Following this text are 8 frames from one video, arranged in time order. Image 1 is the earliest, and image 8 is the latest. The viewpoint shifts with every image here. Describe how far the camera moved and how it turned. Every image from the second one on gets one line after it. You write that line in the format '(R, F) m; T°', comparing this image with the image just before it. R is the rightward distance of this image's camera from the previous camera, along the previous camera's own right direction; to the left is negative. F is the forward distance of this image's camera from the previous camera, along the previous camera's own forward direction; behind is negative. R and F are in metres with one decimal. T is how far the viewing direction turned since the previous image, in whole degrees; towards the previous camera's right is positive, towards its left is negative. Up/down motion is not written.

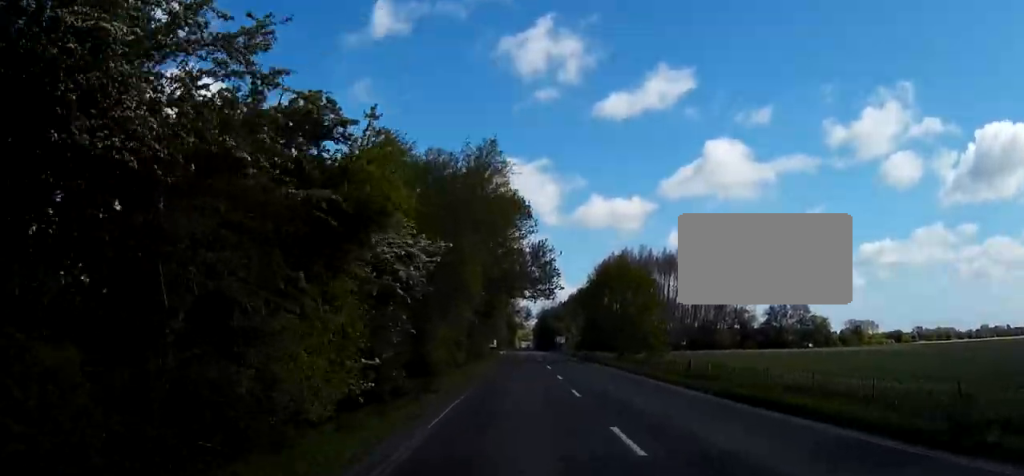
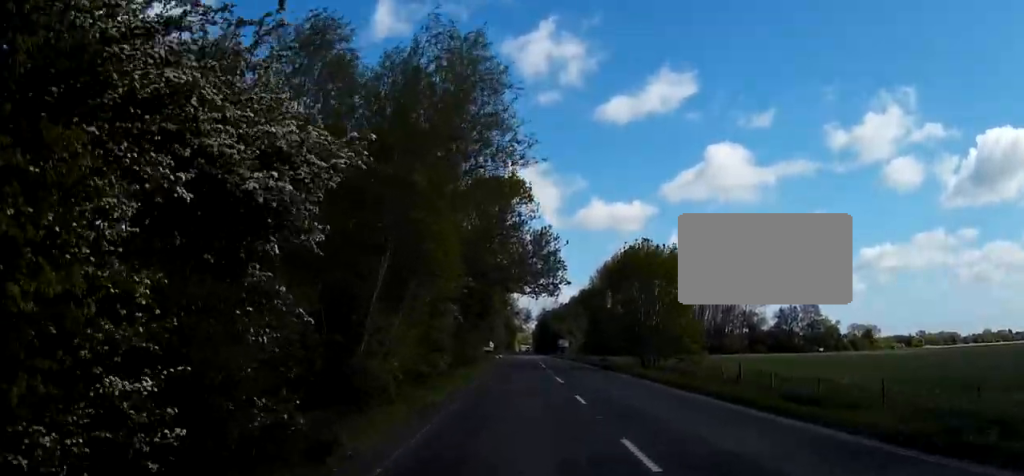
(0.0, +9.9) m; 0°
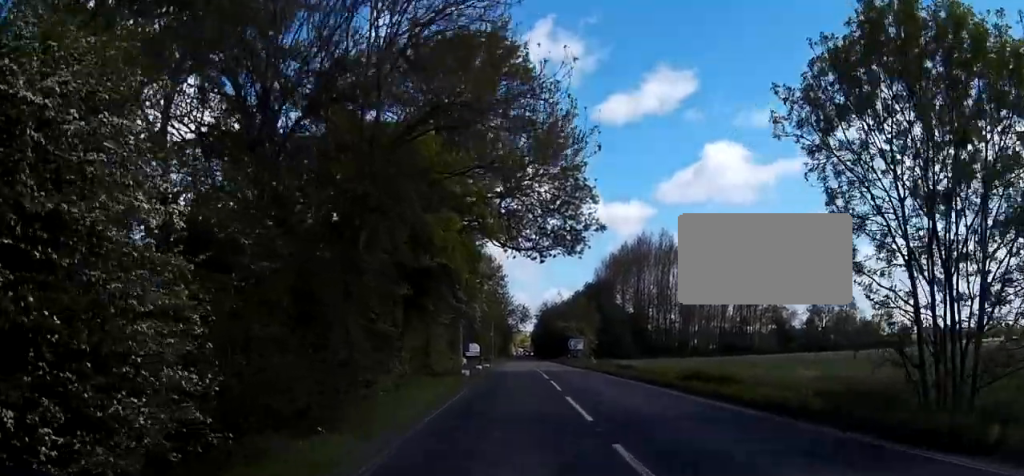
(+0.4, +29.2) m; +1°
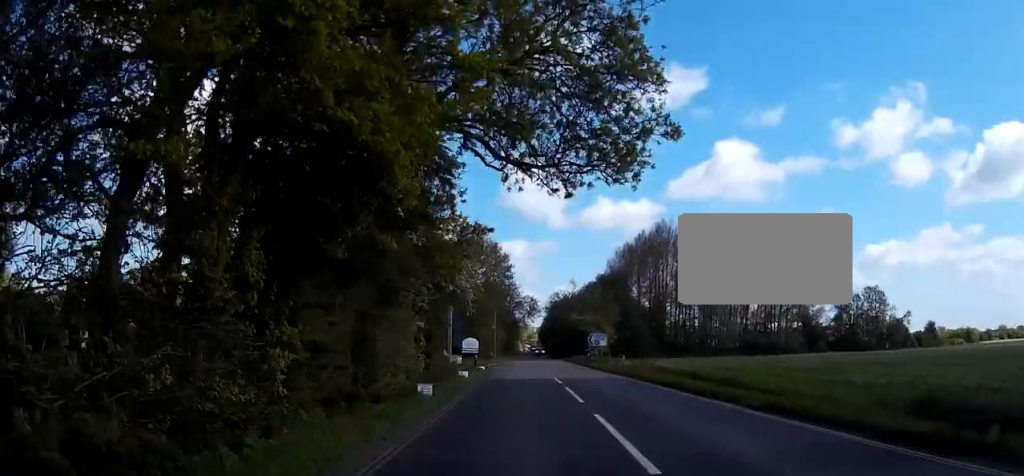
(-0.1, +14.4) m; -1°
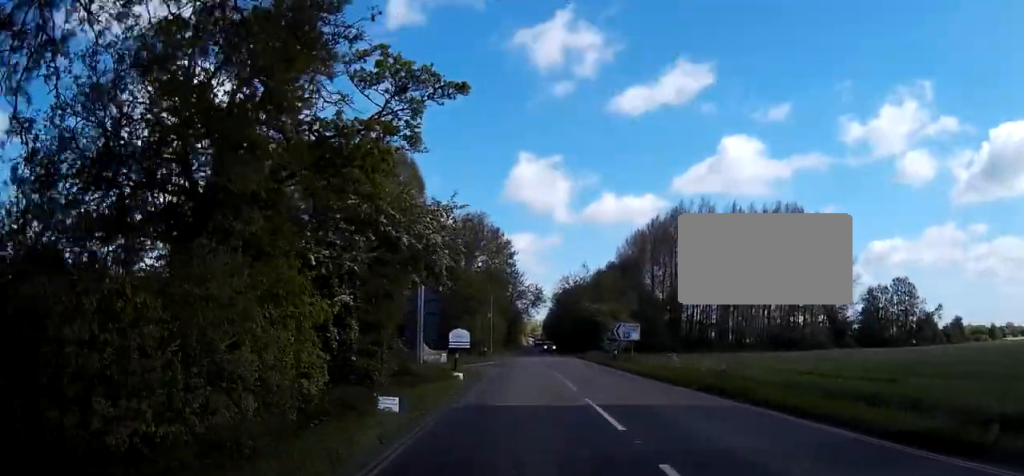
(-0.2, +15.0) m; -2°
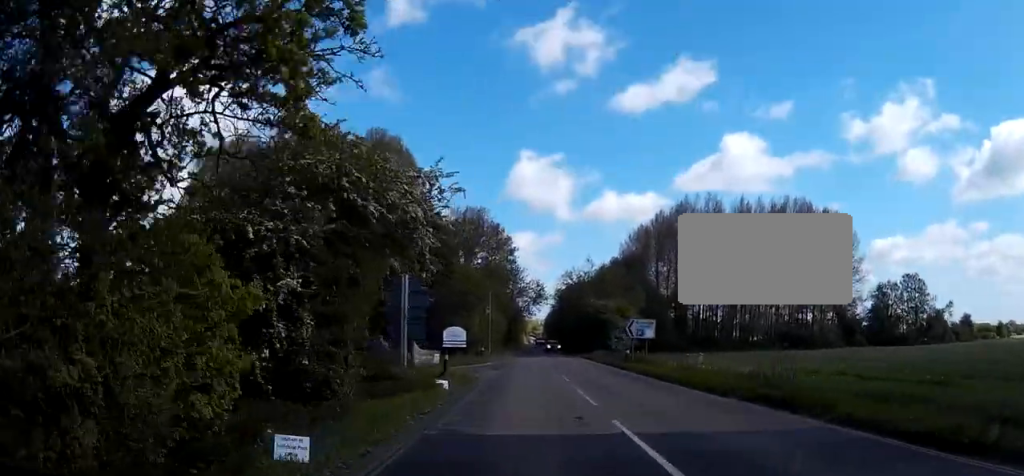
(0.0, +4.7) m; 0°
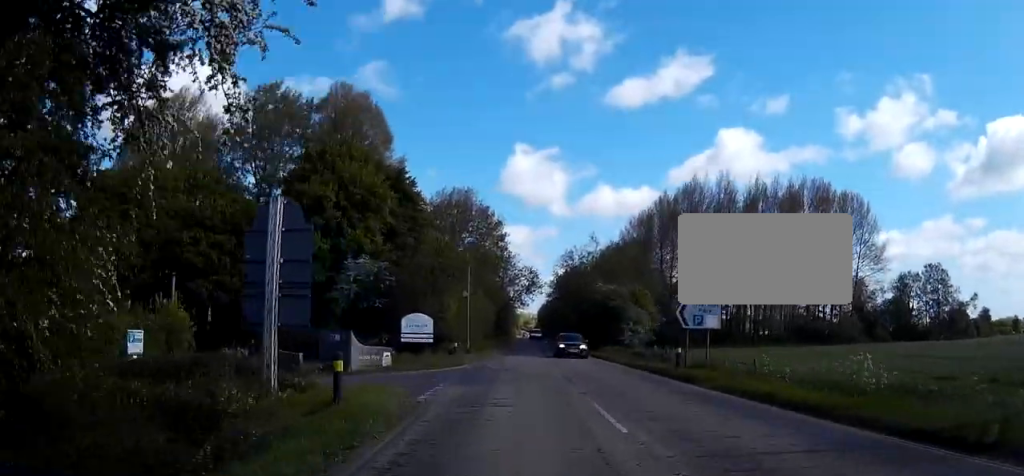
(+0.1, +14.8) m; +2°
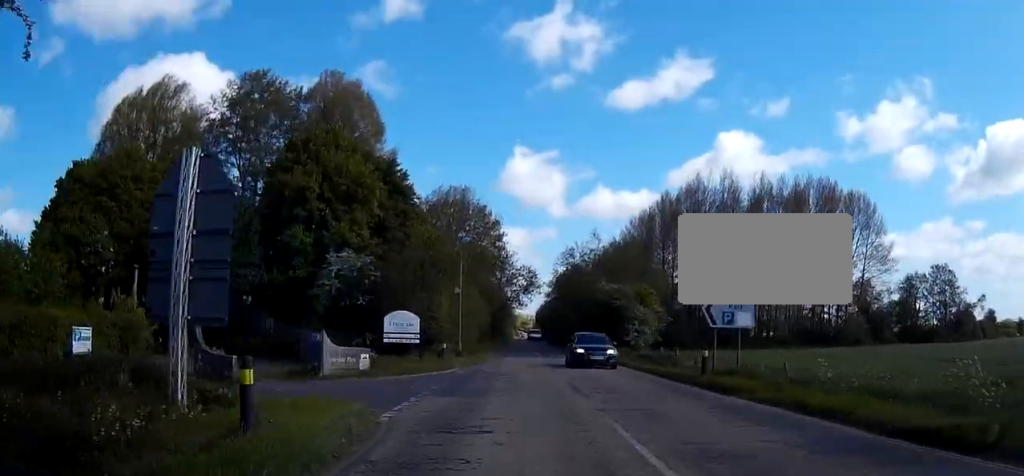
(+0.1, +4.0) m; 0°
